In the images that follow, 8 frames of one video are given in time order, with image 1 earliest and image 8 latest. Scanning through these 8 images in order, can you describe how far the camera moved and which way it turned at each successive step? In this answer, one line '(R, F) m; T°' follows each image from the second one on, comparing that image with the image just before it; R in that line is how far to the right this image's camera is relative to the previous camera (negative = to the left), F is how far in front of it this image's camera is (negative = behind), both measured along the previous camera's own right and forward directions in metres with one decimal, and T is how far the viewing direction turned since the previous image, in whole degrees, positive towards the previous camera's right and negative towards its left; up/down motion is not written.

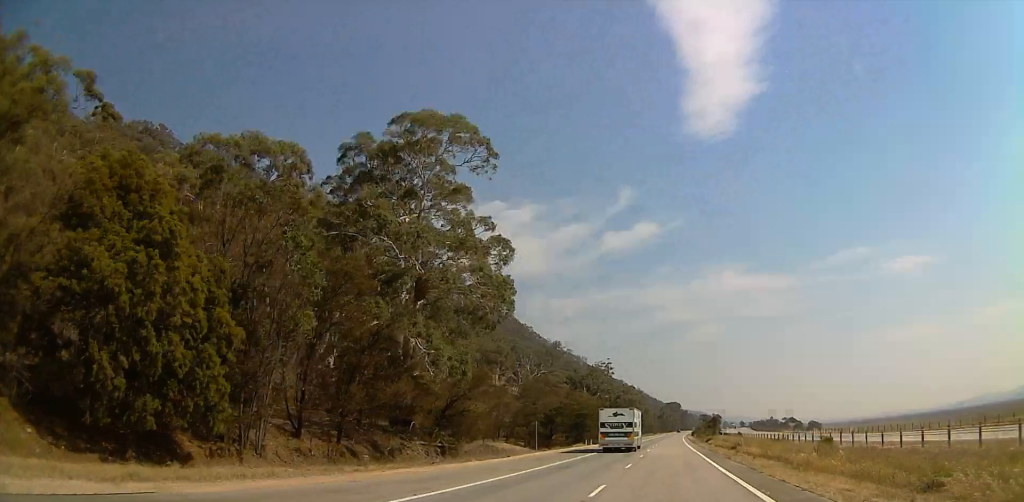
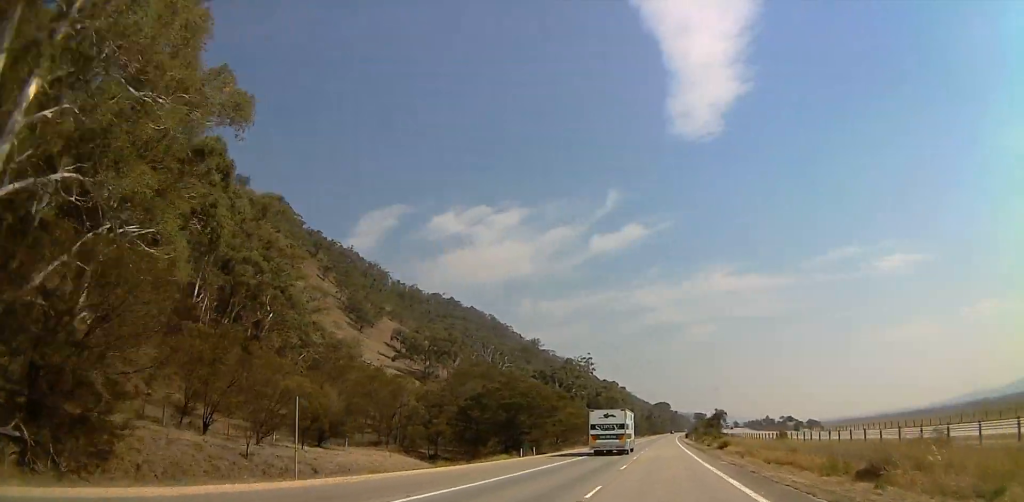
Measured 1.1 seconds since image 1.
(0.0, +36.8) m; 0°
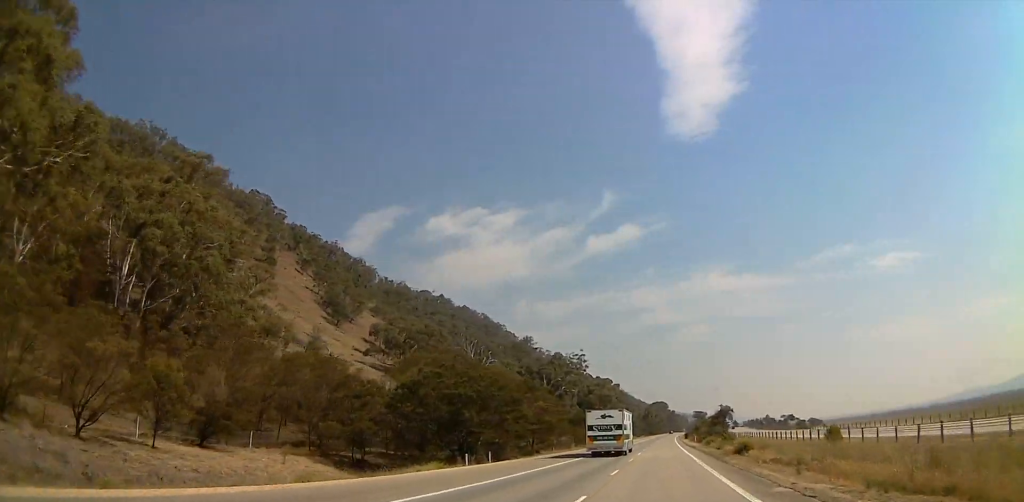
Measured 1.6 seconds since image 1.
(0.0, +14.7) m; 0°
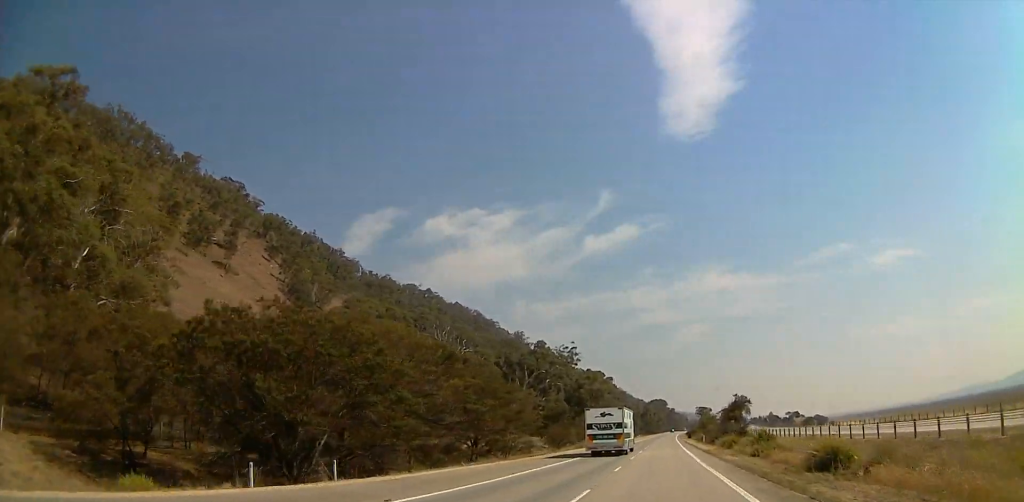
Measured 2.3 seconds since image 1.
(0.0, +21.5) m; 0°
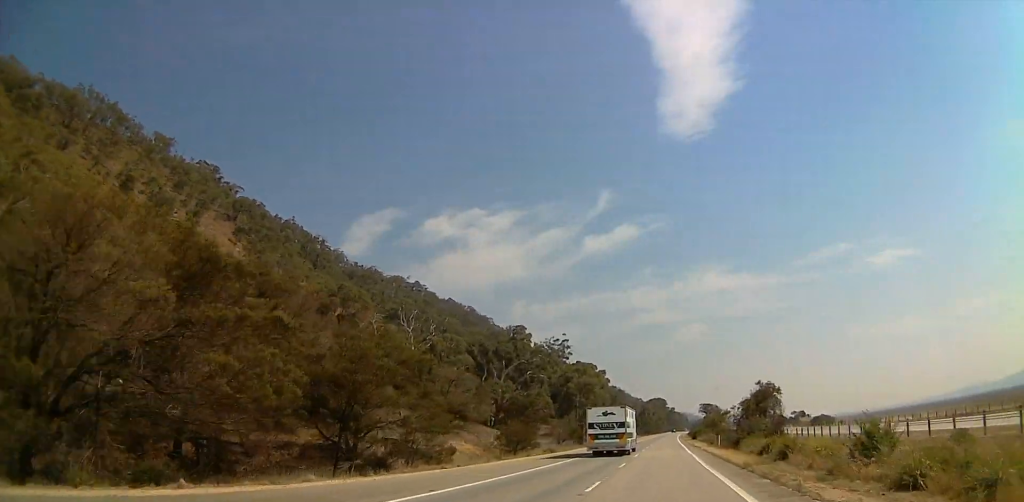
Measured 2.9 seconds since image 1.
(0.0, +21.2) m; 0°
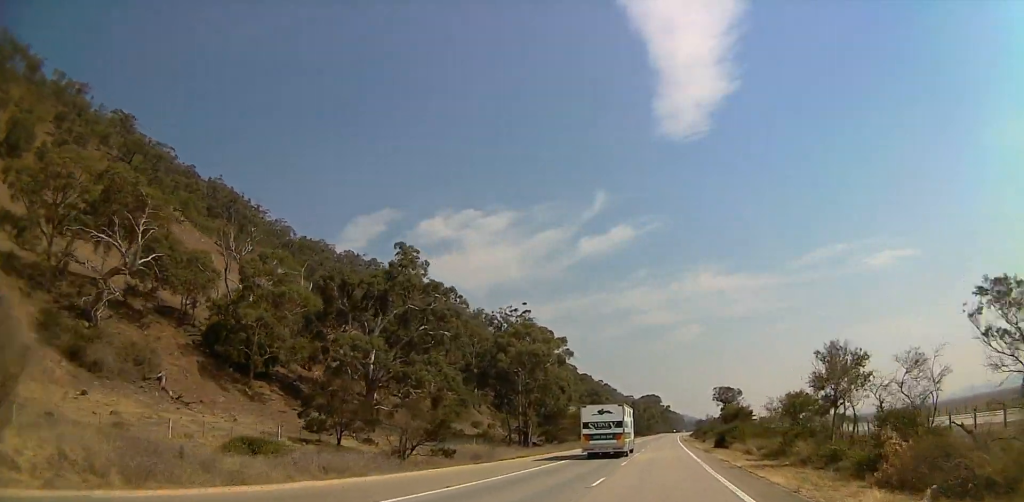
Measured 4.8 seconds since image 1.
(0.0, +55.7) m; 0°
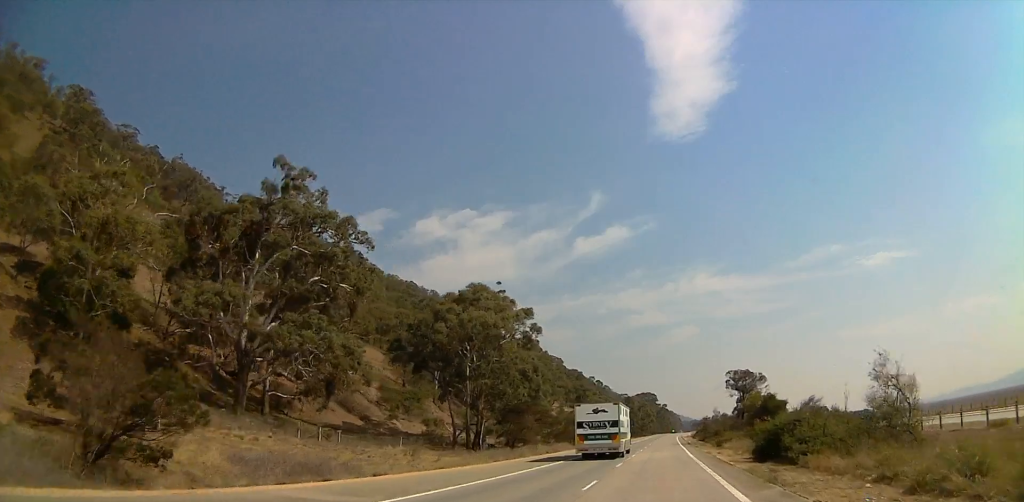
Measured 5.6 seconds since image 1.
(0.0, +23.5) m; 0°
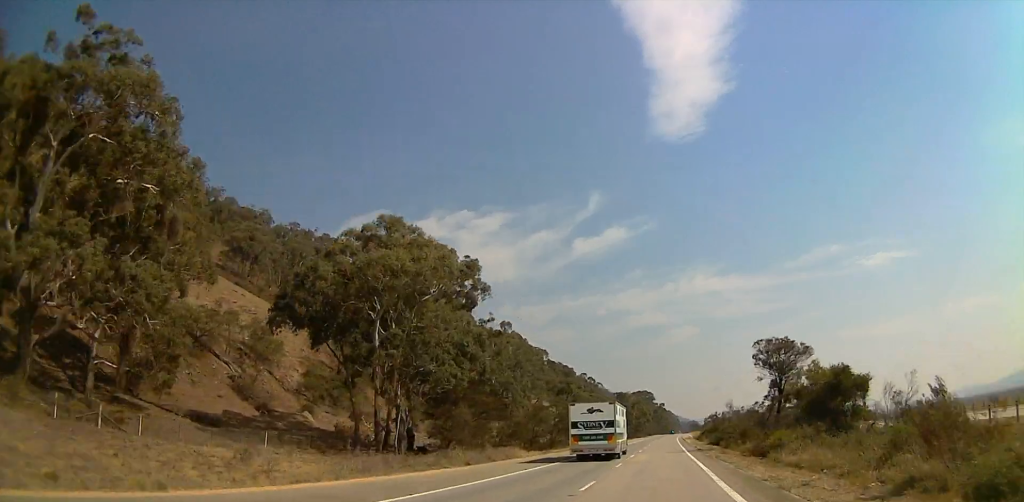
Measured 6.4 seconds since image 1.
(-0.1, +24.1) m; +2°
